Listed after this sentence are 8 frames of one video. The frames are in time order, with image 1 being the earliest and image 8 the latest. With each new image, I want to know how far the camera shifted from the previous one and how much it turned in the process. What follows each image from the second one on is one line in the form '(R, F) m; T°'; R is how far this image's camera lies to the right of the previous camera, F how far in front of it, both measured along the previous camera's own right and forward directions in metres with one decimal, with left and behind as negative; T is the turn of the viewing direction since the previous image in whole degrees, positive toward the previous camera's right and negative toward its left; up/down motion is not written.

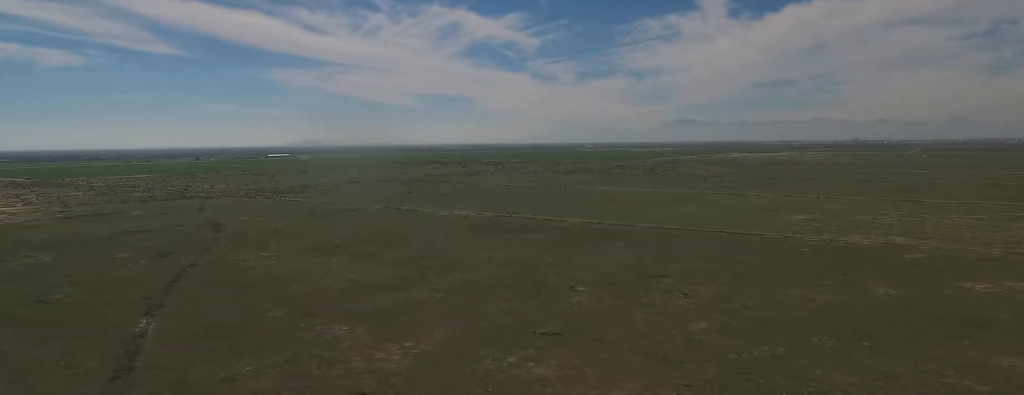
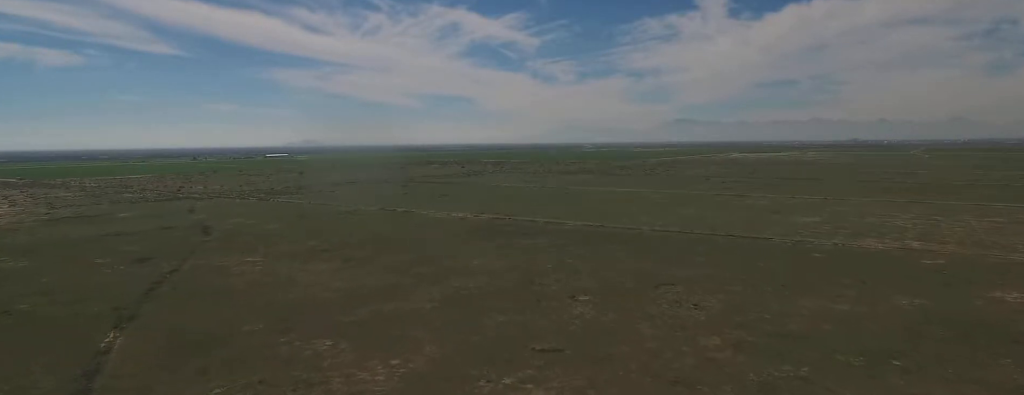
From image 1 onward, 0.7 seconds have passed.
(+0.1, +10.7) m; +1°
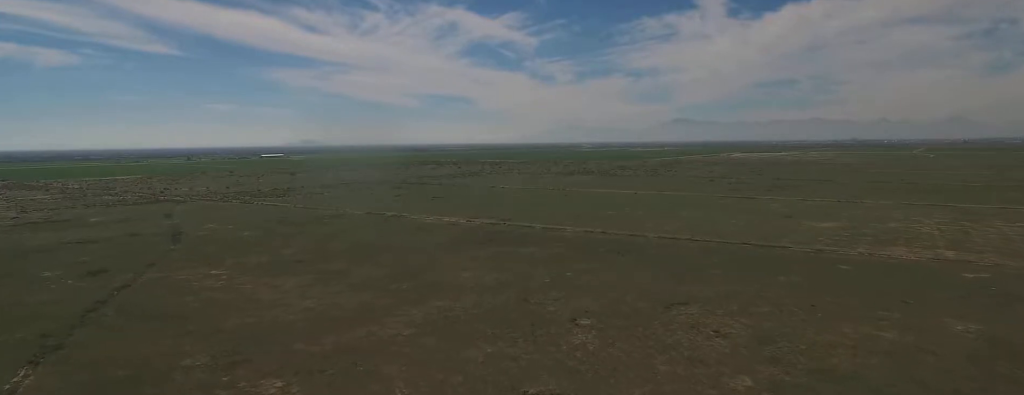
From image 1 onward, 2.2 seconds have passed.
(+0.2, +21.1) m; +1°
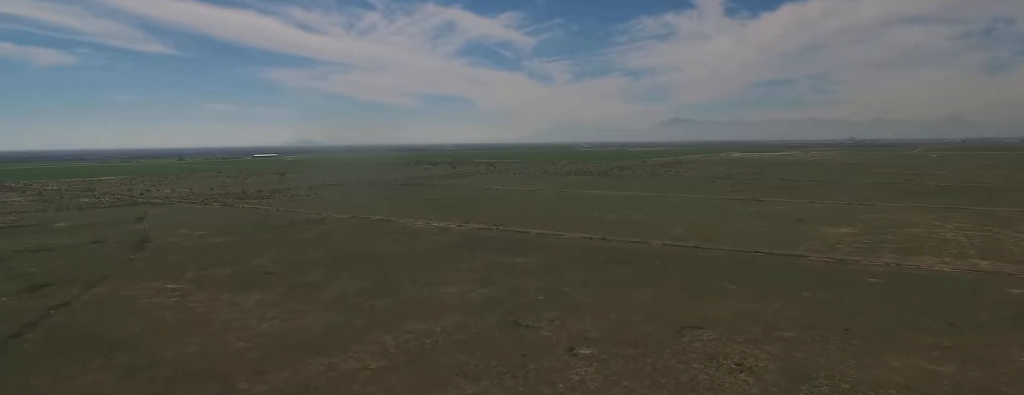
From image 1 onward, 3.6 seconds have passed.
(+0.2, +19.7) m; +1°
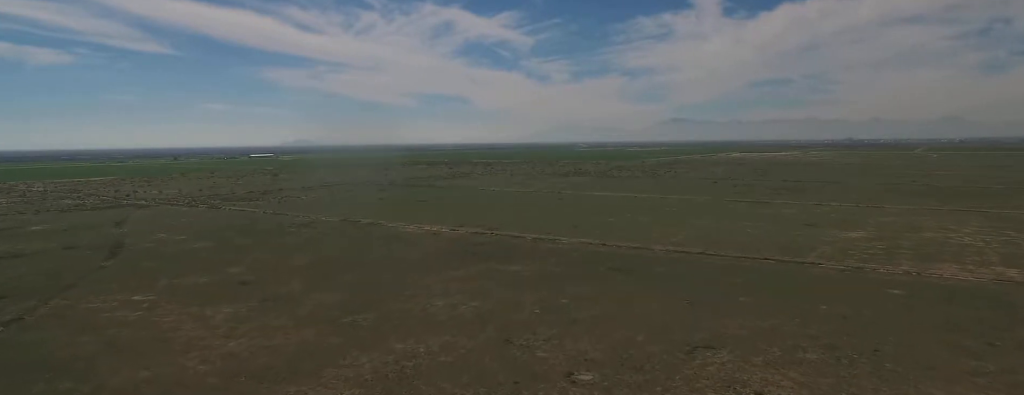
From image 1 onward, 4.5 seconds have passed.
(+0.1, +13.0) m; +1°
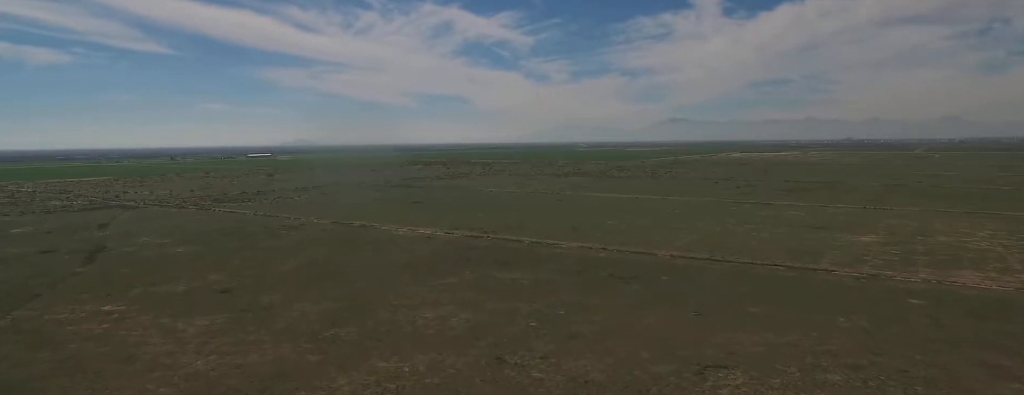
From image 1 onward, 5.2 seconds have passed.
(0.0, +10.6) m; 0°
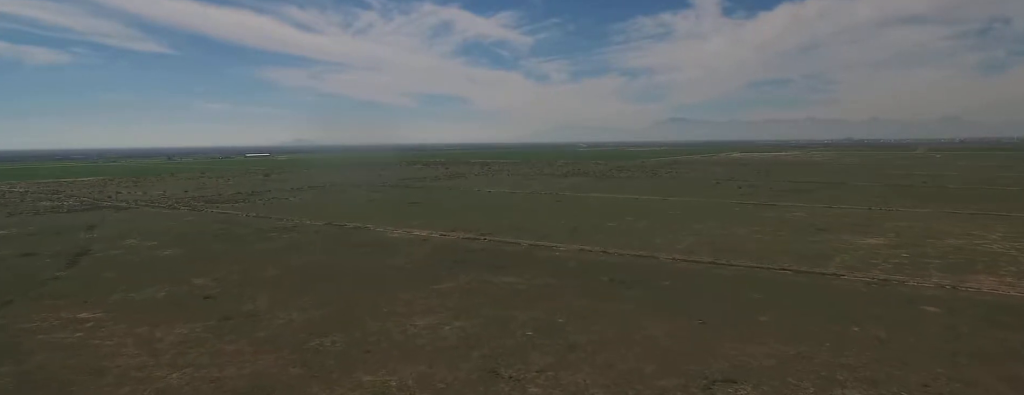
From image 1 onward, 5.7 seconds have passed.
(0.0, +7.2) m; 0°
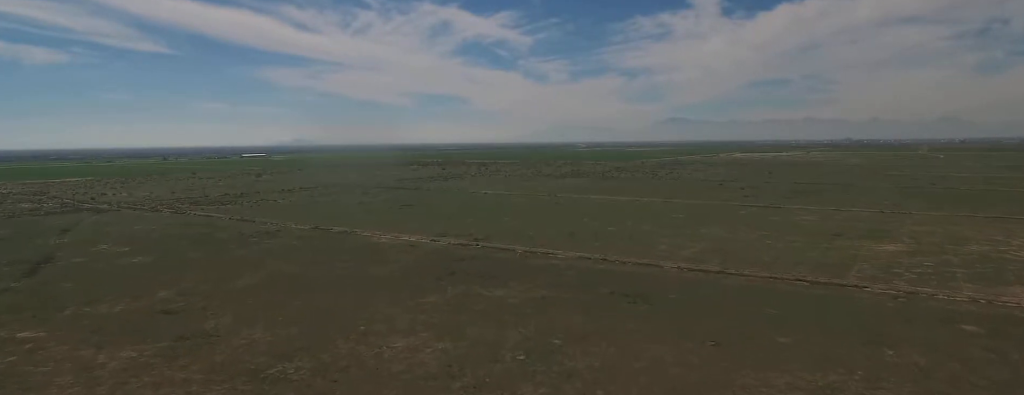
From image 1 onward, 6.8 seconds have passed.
(-0.1, +15.3) m; -1°
